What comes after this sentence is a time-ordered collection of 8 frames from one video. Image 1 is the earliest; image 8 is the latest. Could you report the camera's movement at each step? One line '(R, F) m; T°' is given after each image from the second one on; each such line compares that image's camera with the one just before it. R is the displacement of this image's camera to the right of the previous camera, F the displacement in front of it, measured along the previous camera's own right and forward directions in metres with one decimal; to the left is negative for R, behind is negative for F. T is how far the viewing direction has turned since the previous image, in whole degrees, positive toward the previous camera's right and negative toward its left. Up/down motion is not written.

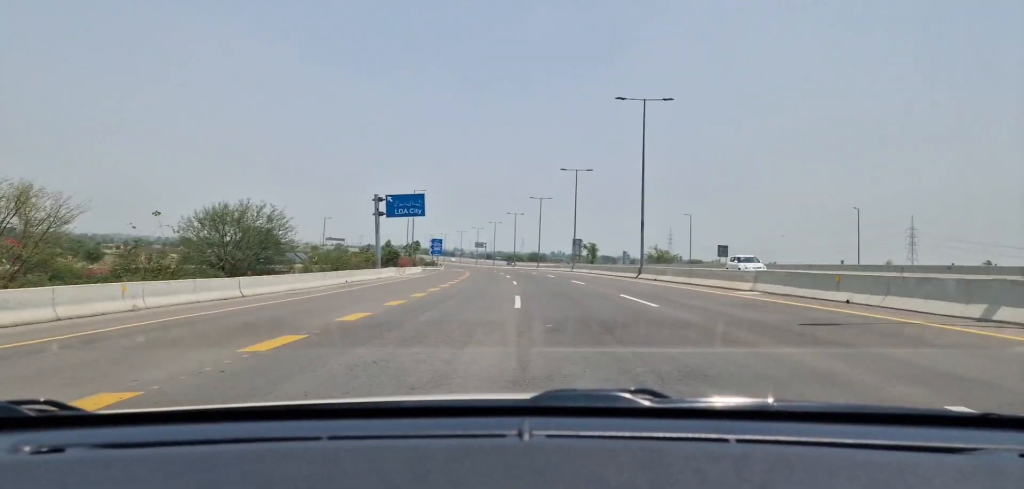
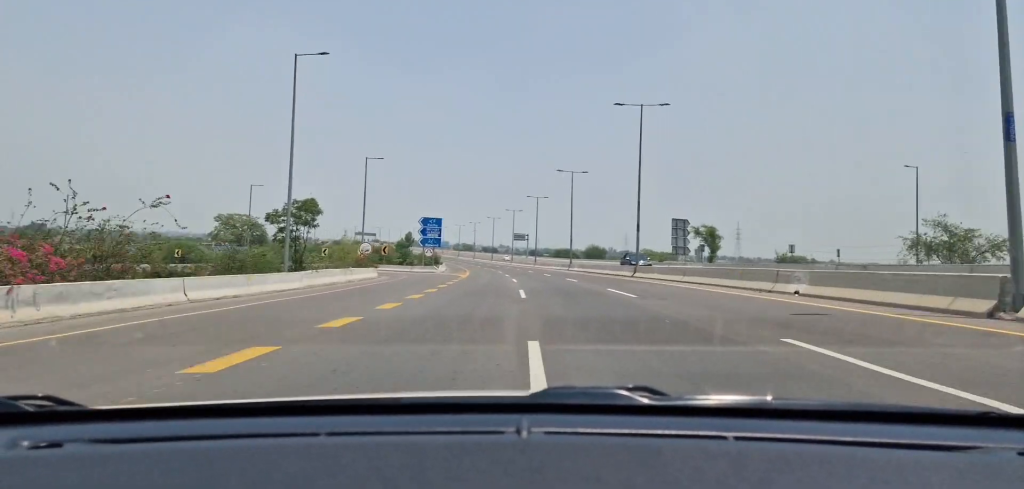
(-1.6, +68.2) m; -4°
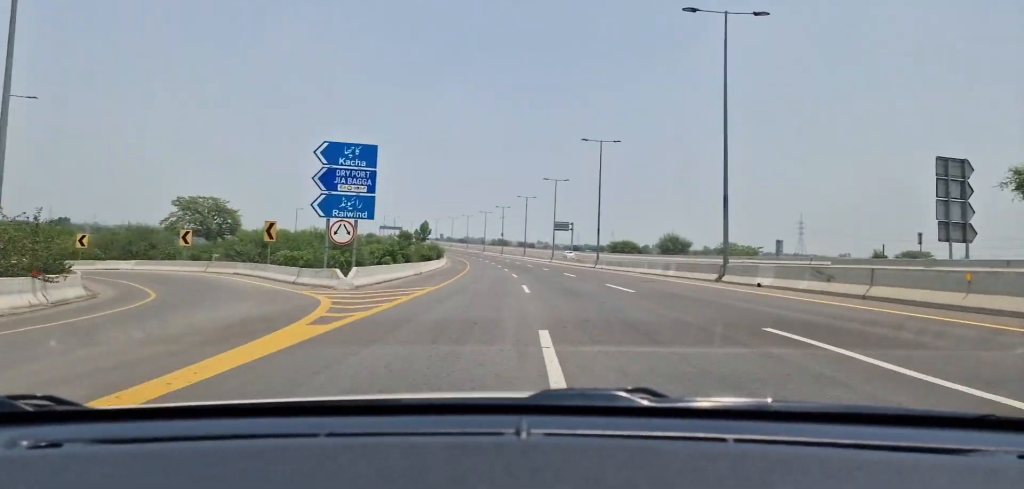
(-1.5, +51.9) m; -3°
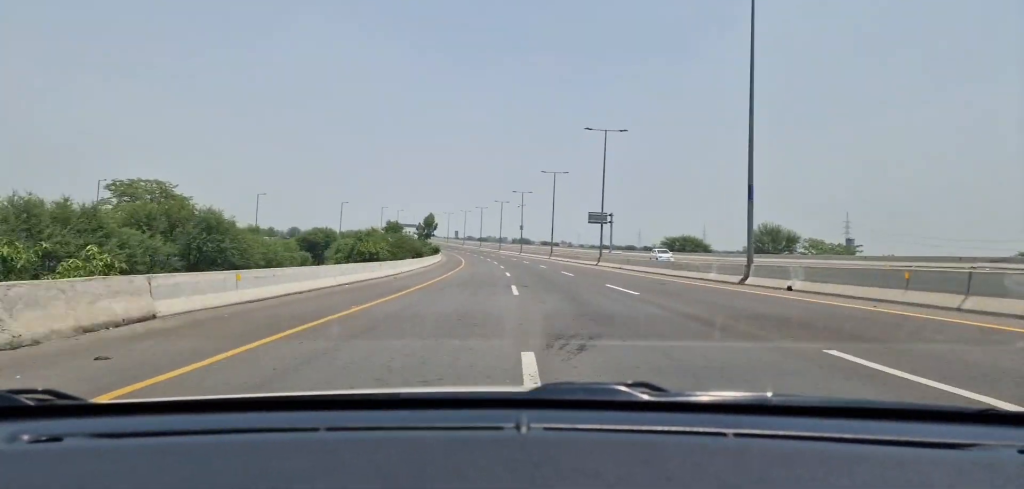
(-0.9, +39.2) m; -2°
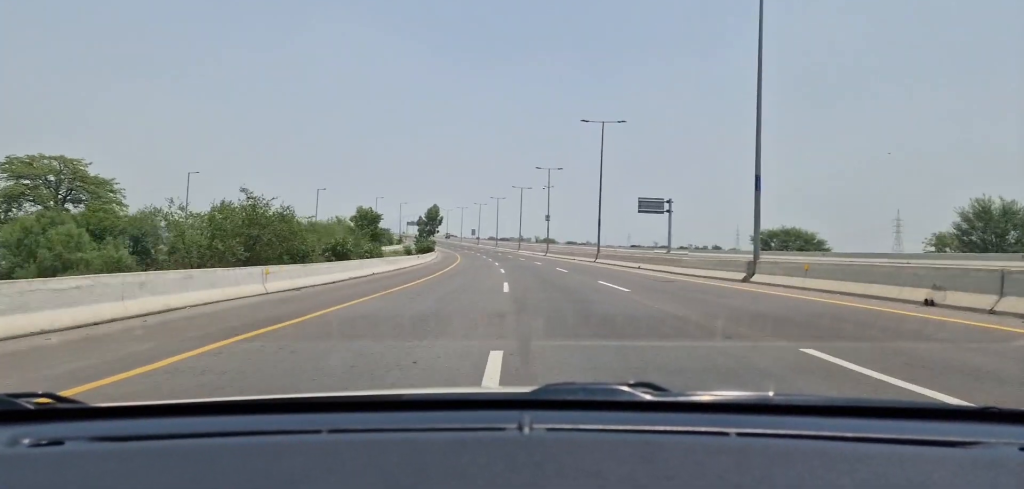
(-0.8, +35.7) m; -2°
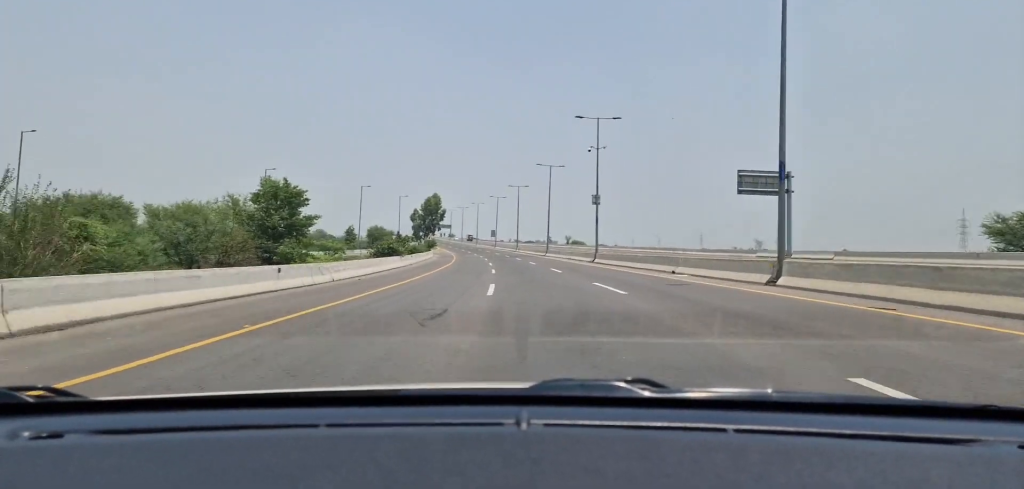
(-0.8, +38.7) m; -2°
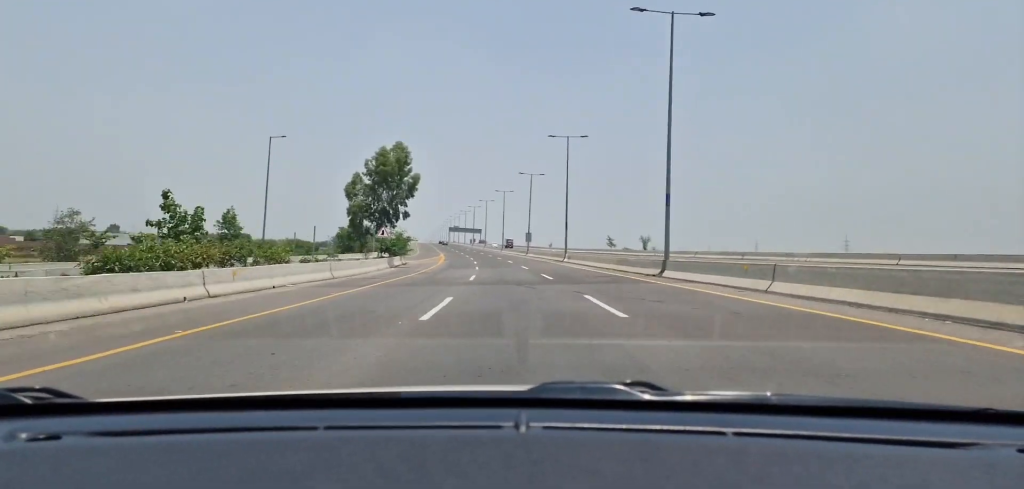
(-1.1, +60.0) m; -3°
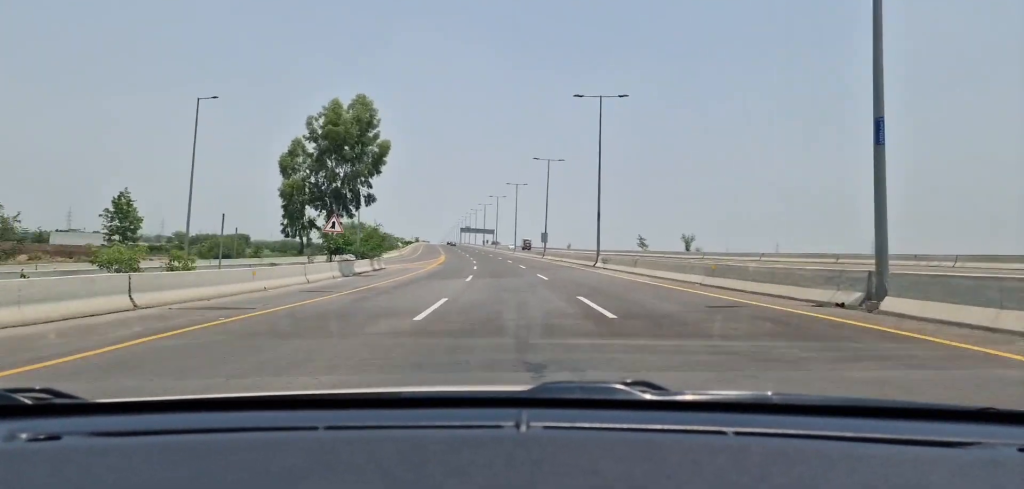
(-0.3, +18.4) m; -1°
